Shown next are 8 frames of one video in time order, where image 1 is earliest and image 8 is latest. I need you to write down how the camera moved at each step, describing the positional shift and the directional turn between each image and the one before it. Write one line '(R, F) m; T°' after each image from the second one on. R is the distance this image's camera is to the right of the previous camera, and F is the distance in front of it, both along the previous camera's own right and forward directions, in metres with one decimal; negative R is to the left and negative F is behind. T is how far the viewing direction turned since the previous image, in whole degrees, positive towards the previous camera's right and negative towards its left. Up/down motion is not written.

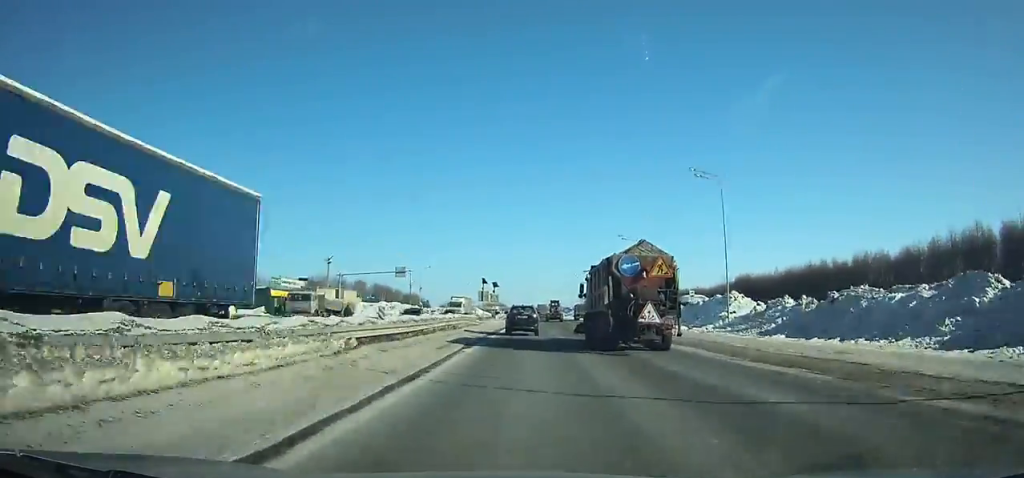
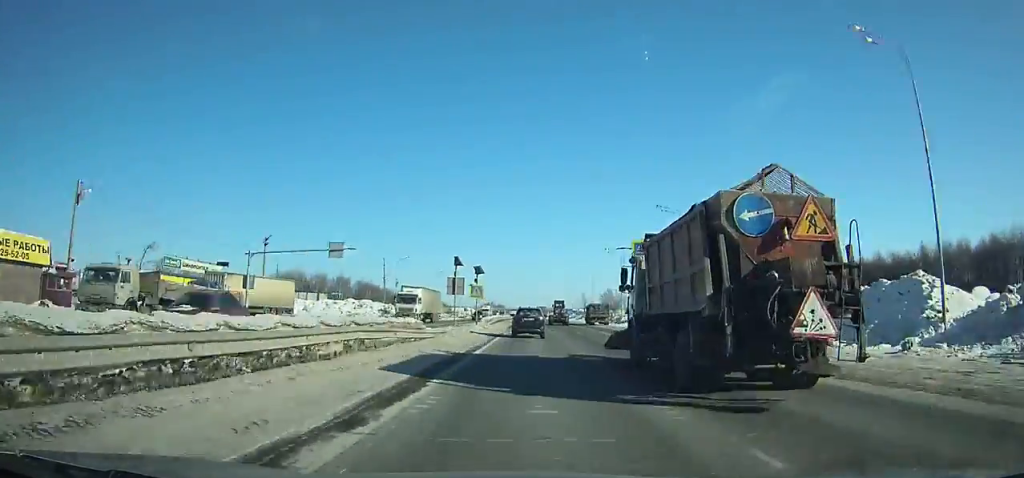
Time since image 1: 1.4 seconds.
(-0.1, +23.4) m; 0°
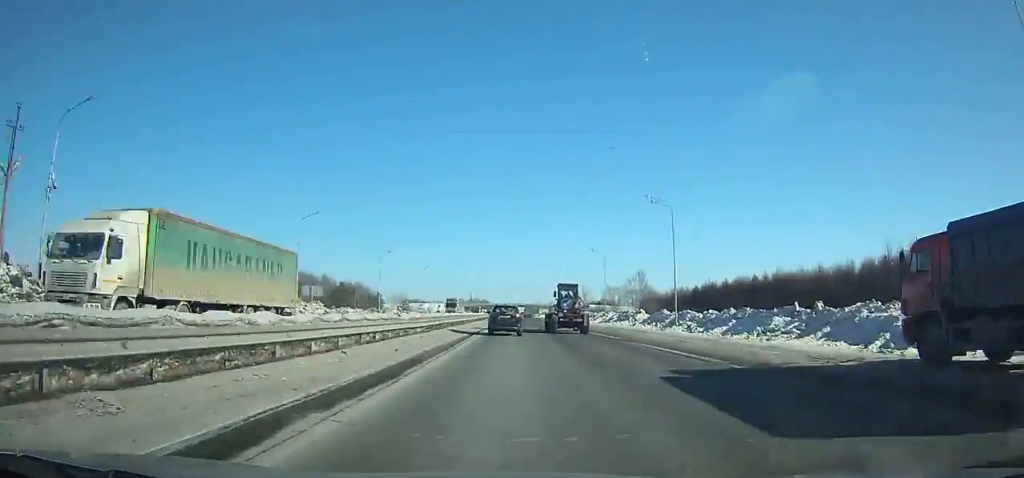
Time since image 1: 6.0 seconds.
(+0.7, +82.6) m; +1°
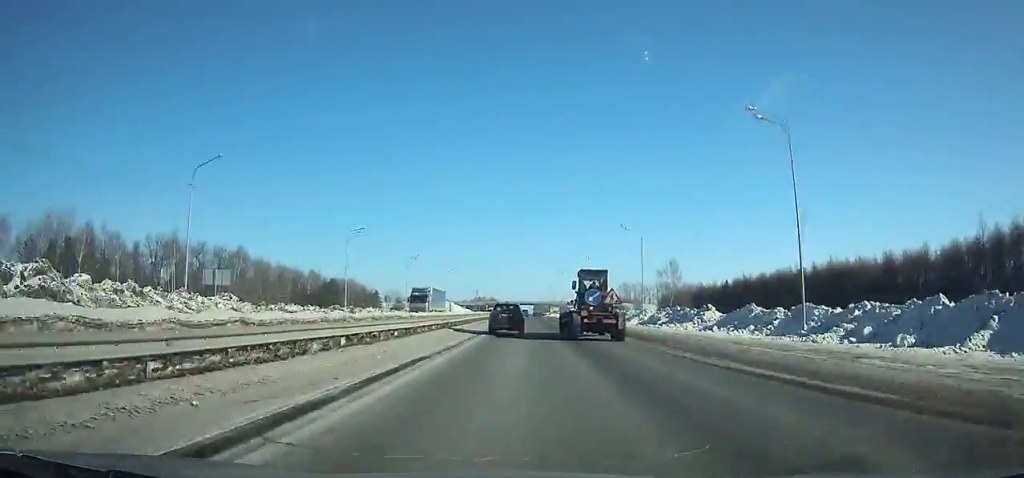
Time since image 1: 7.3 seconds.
(+0.2, +24.0) m; 0°
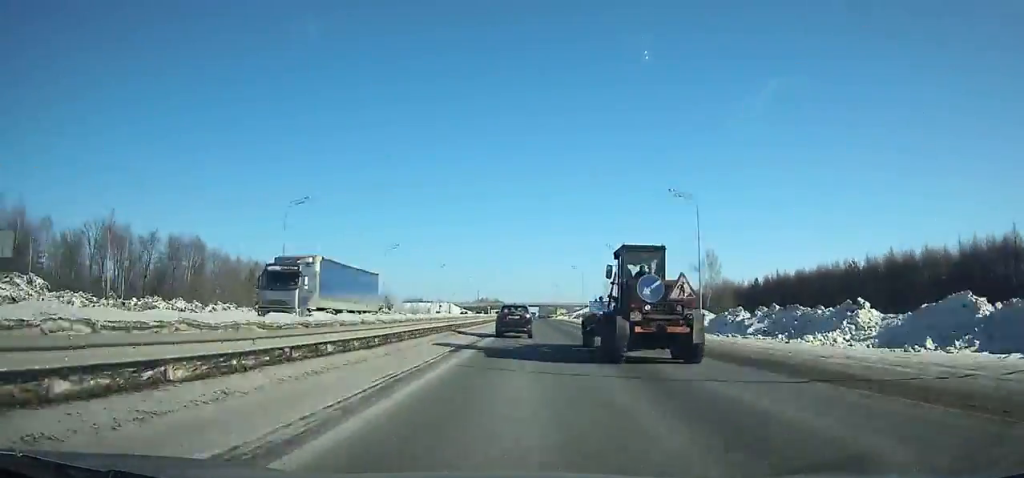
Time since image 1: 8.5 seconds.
(-0.2, +22.7) m; 0°
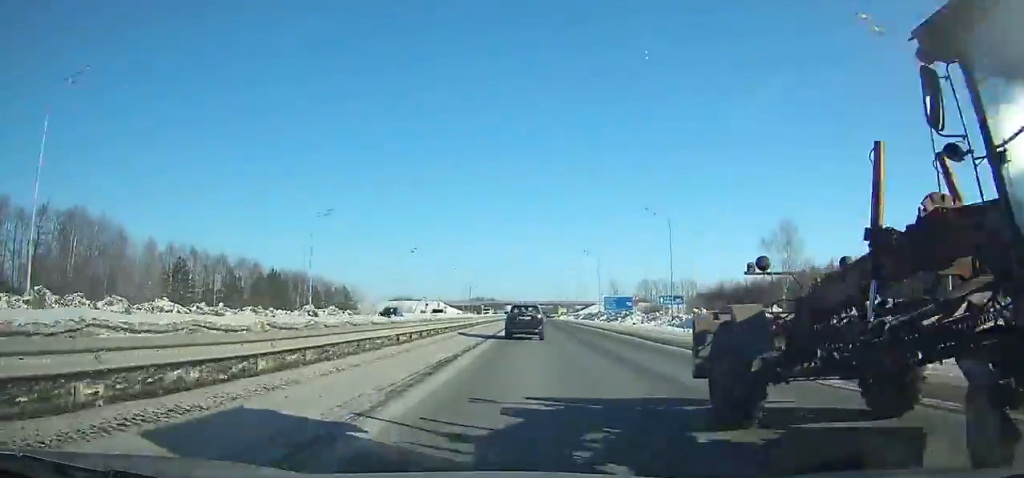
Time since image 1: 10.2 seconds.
(-0.4, +32.2) m; 0°
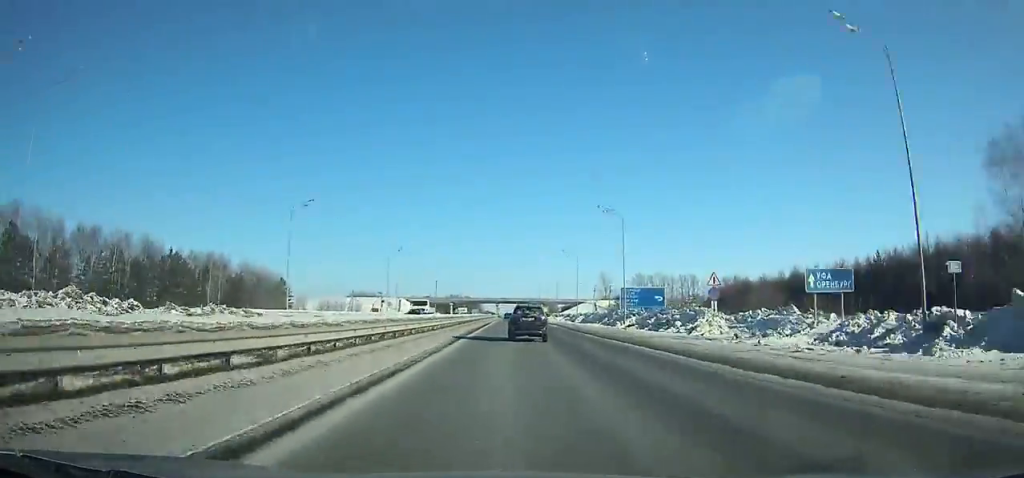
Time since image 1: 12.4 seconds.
(+0.7, +42.4) m; +1°
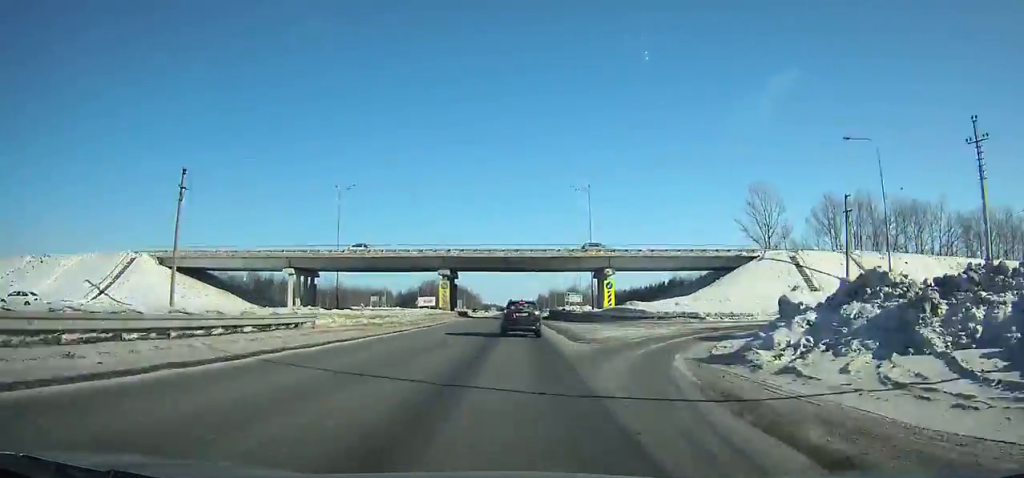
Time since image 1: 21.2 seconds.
(-0.9, +169.3) m; -1°
